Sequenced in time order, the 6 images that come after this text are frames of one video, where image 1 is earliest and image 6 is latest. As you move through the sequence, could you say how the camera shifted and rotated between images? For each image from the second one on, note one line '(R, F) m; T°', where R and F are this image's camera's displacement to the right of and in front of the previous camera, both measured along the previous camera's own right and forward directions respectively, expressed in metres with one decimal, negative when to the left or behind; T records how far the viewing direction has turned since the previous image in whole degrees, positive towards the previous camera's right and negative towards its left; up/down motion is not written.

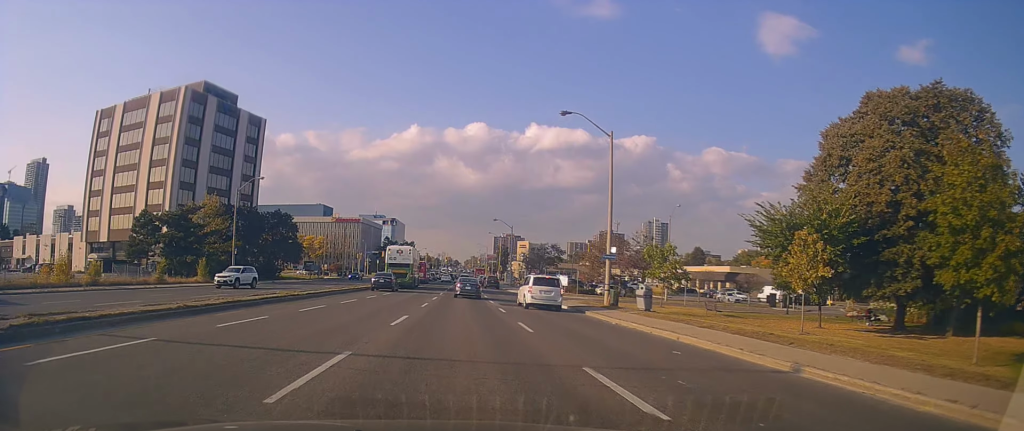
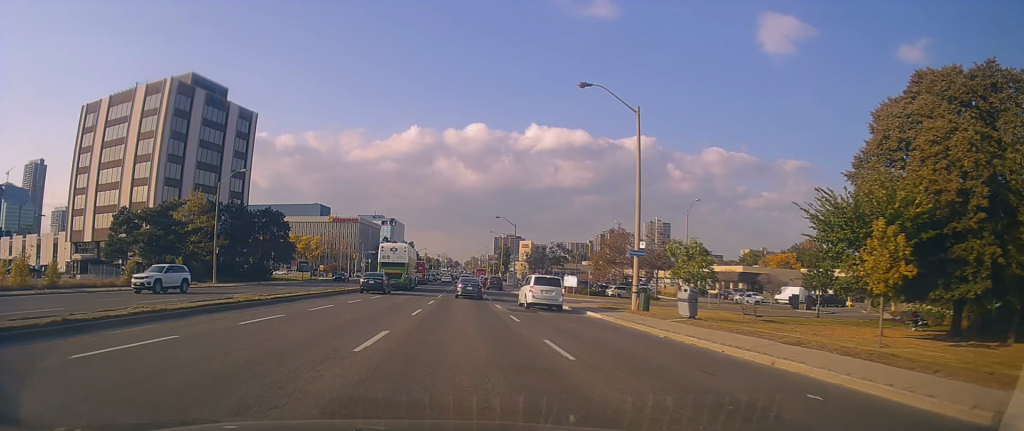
(-0.3, +5.3) m; -2°
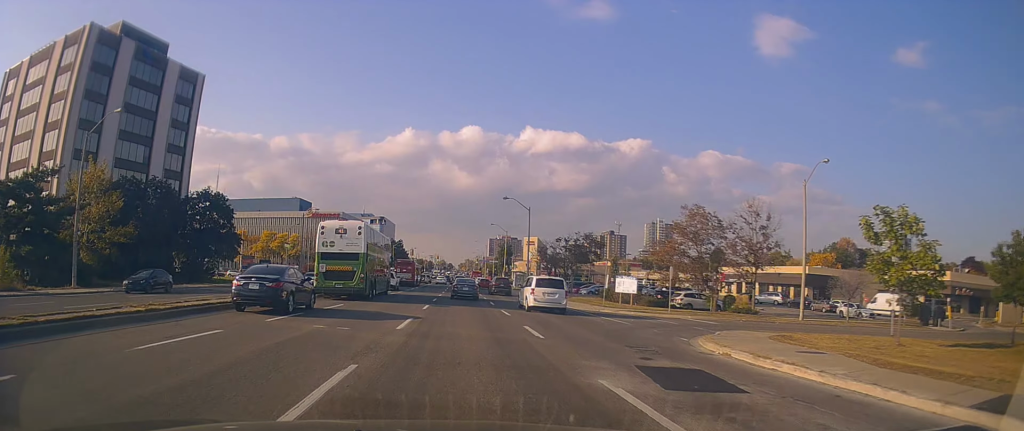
(-0.2, +23.7) m; +3°
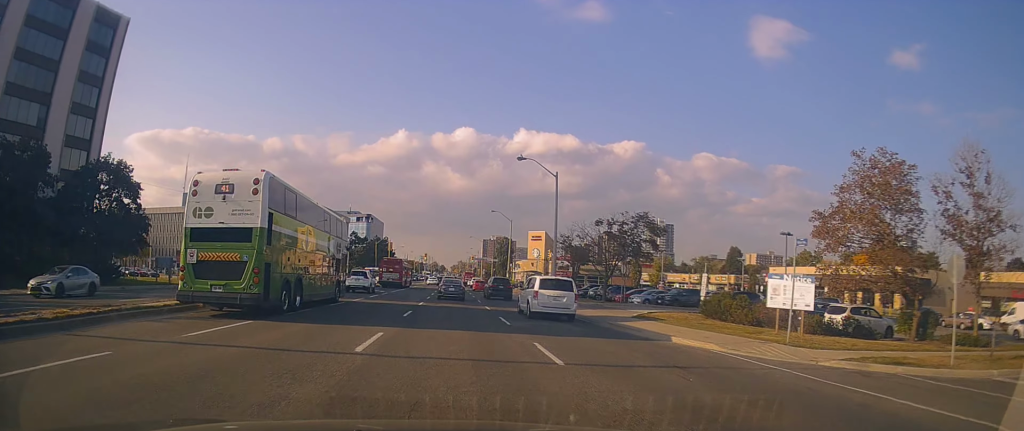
(-0.5, +22.7) m; -2°
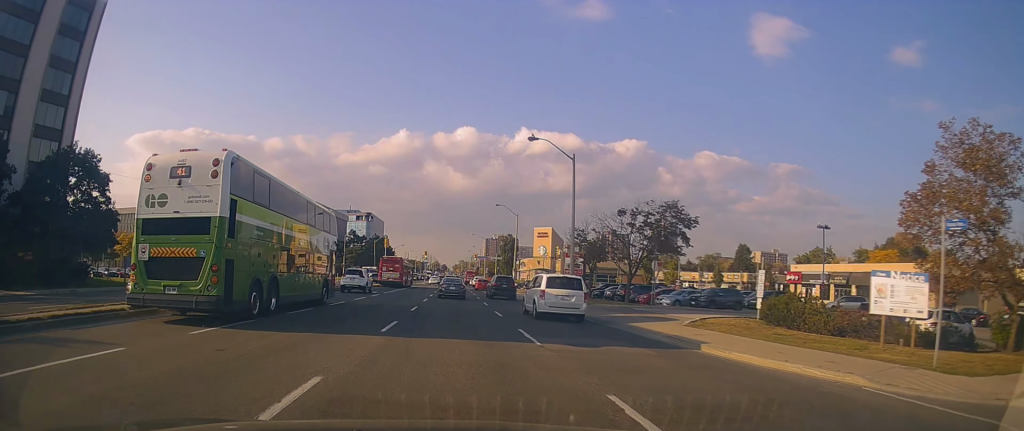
(0.0, +6.0) m; 0°
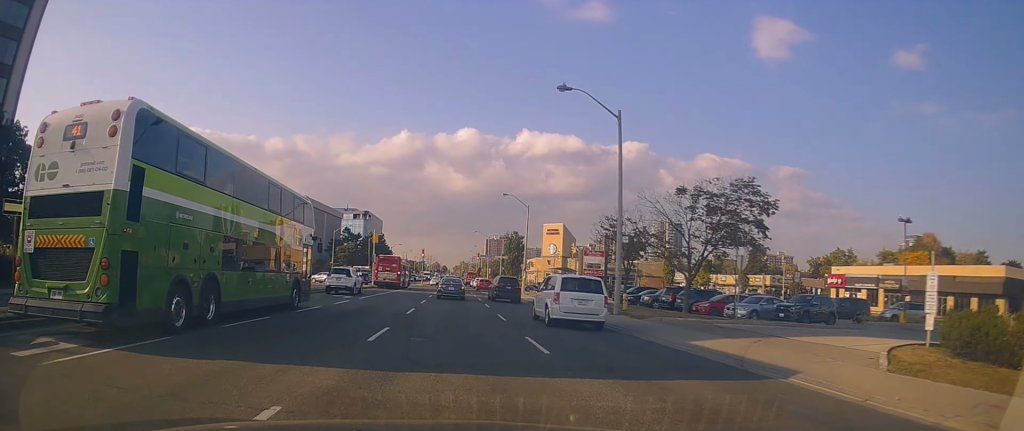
(+0.1, +10.6) m; 0°
